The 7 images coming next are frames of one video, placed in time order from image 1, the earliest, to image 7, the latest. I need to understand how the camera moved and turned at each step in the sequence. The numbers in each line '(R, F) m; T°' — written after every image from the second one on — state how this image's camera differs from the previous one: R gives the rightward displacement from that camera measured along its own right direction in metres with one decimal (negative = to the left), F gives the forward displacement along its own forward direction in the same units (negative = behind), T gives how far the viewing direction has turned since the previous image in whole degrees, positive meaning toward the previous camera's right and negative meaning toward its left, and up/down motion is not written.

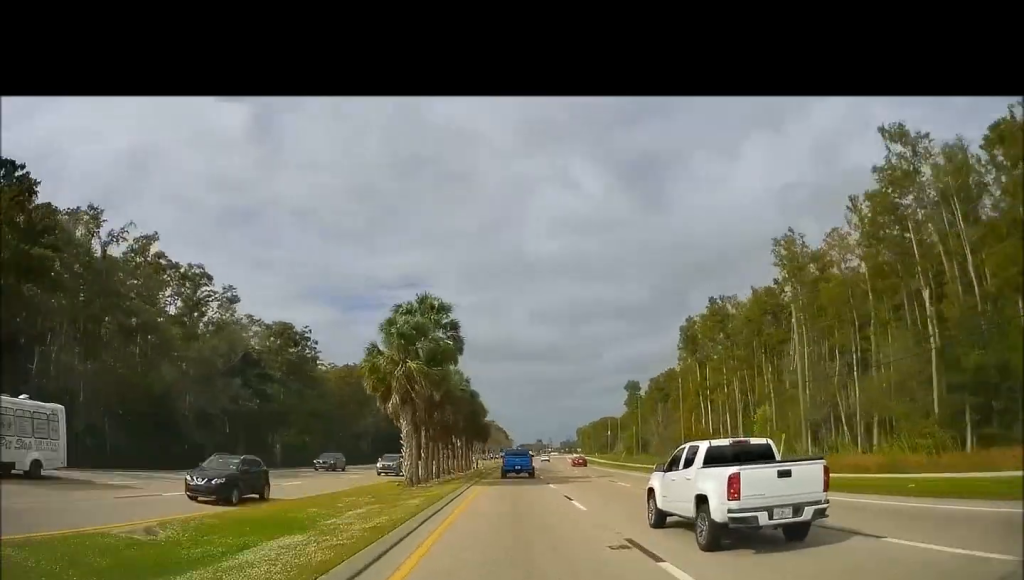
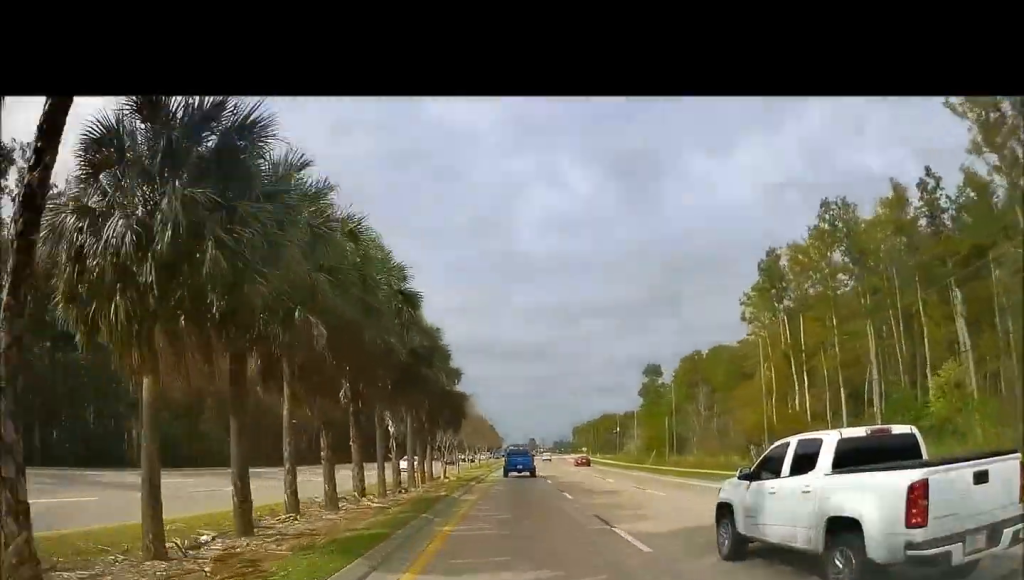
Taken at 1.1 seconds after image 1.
(+0.6, +31.7) m; +1°
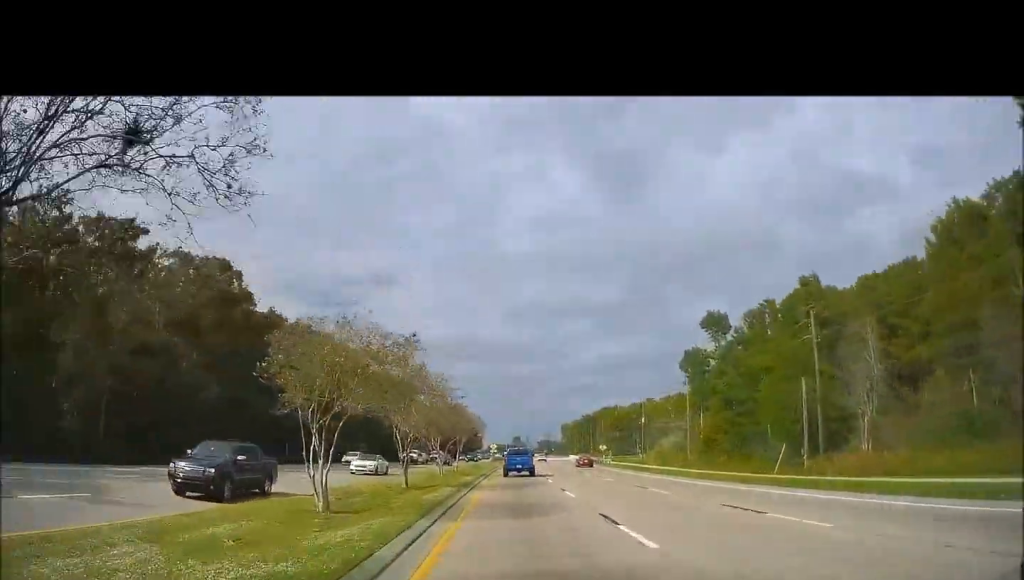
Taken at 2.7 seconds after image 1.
(+0.2, +49.5) m; 0°
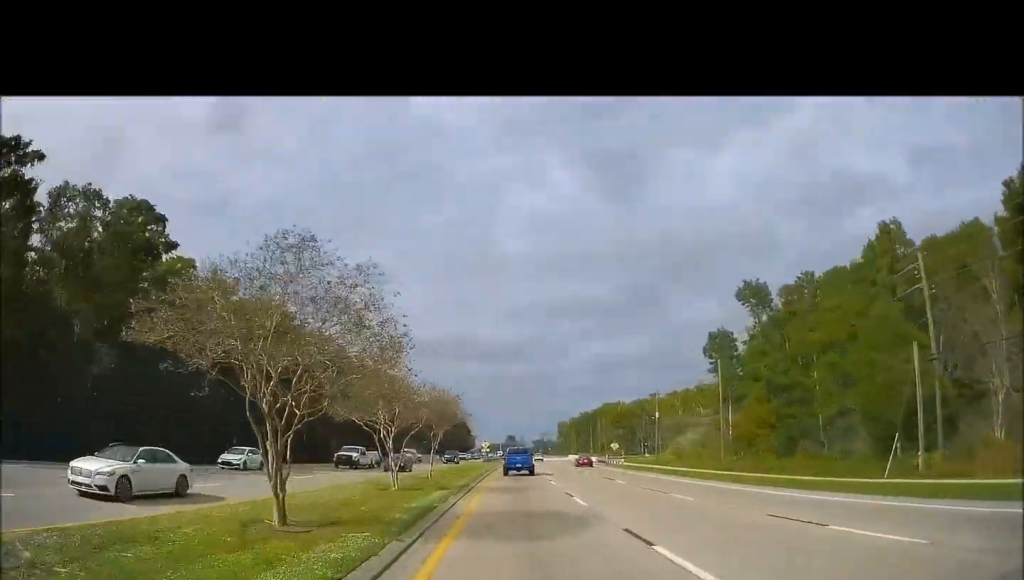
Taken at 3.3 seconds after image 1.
(0.0, +15.7) m; 0°
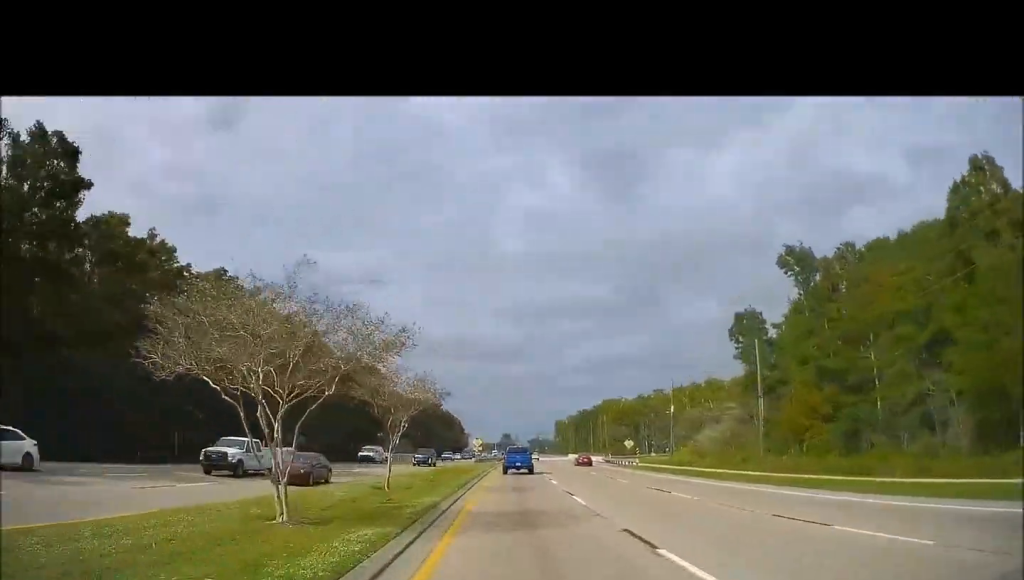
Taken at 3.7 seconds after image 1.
(0.0, +12.7) m; 0°
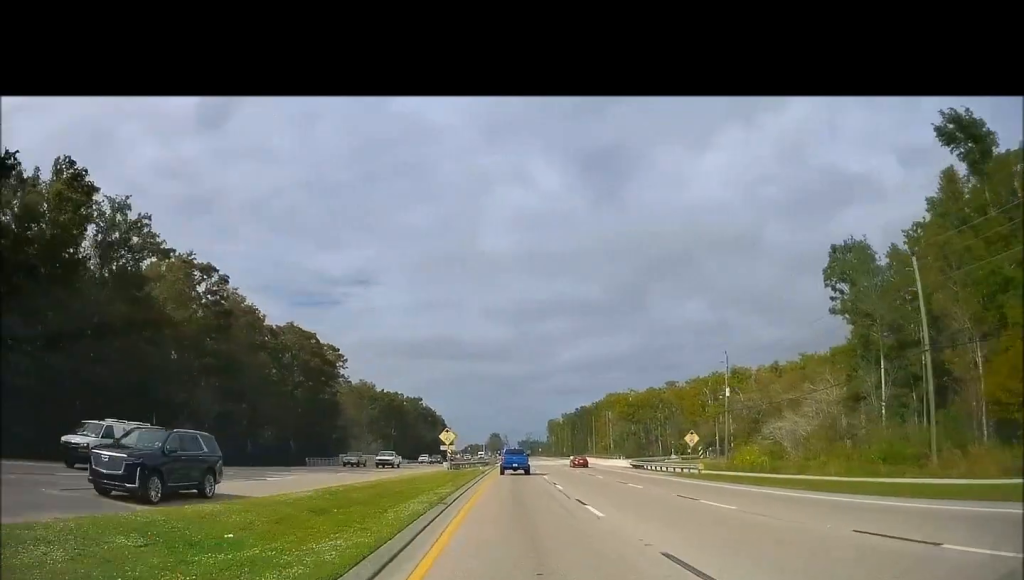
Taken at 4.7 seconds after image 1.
(+0.2, +28.2) m; +1°
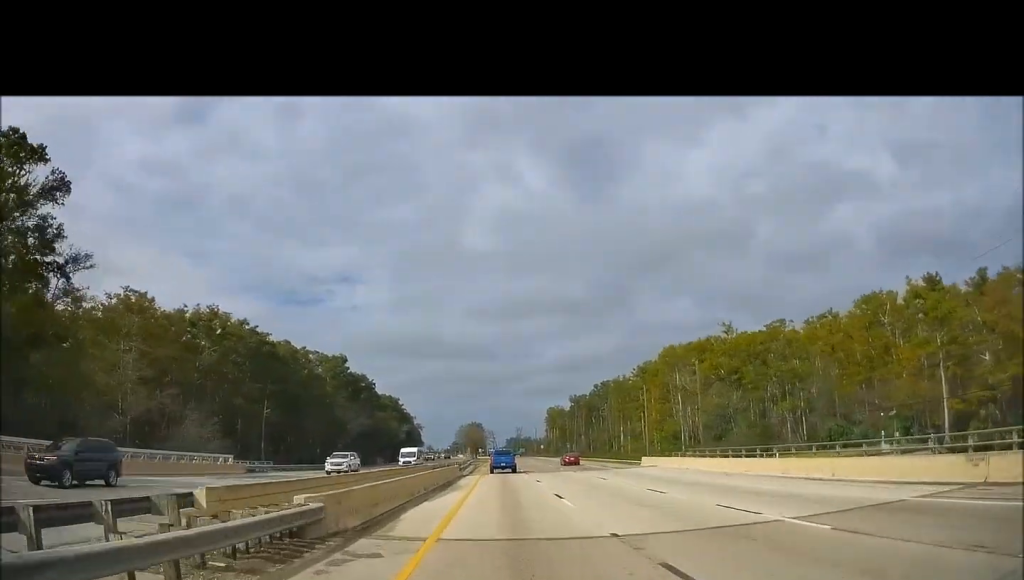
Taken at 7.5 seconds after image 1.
(+2.6, +78.6) m; +3°
